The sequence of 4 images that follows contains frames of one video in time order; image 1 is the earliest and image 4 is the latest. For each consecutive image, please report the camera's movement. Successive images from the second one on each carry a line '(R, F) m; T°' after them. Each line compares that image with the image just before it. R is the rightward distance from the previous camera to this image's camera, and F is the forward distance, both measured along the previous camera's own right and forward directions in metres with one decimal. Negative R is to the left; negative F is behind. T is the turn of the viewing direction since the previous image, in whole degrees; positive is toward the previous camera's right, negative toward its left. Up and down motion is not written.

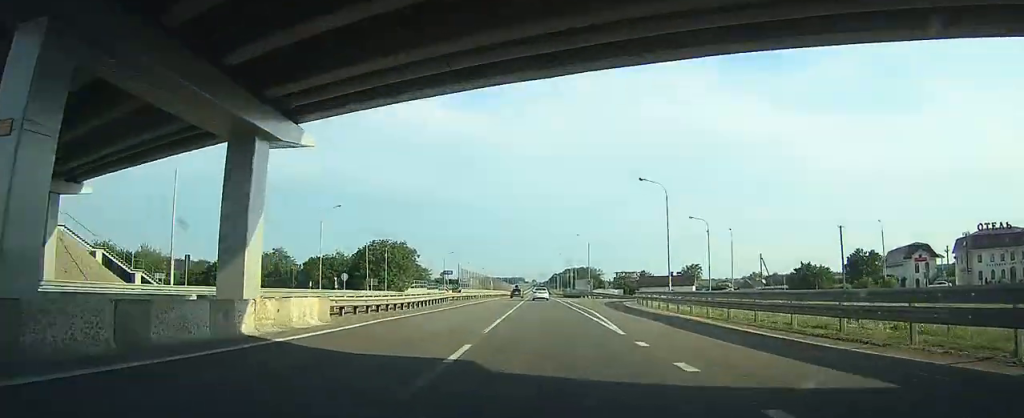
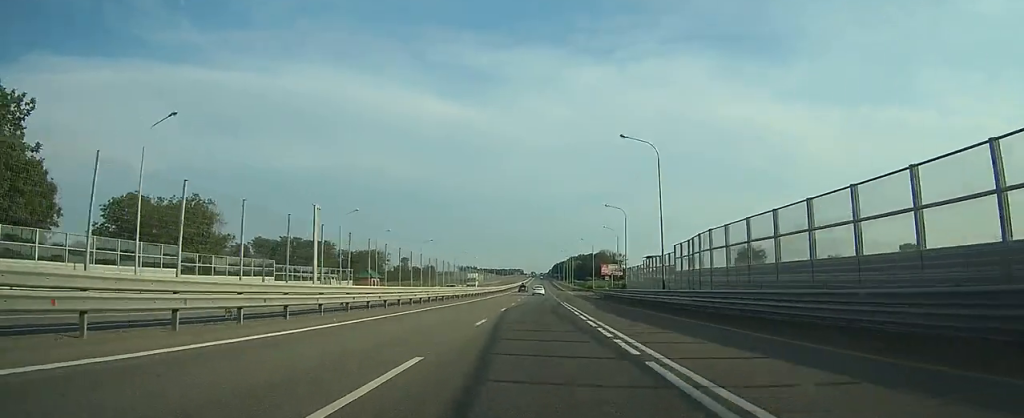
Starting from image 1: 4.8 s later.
(-0.7, +118.8) m; 0°
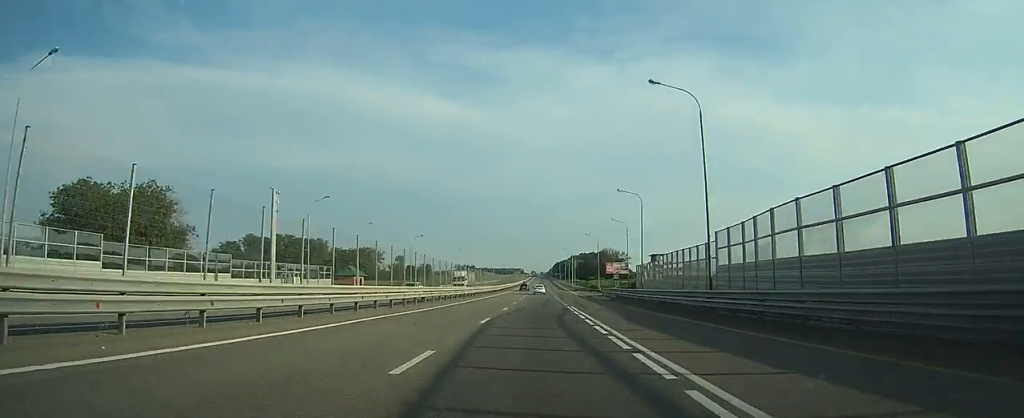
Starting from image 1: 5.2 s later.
(0.0, +11.0) m; 0°
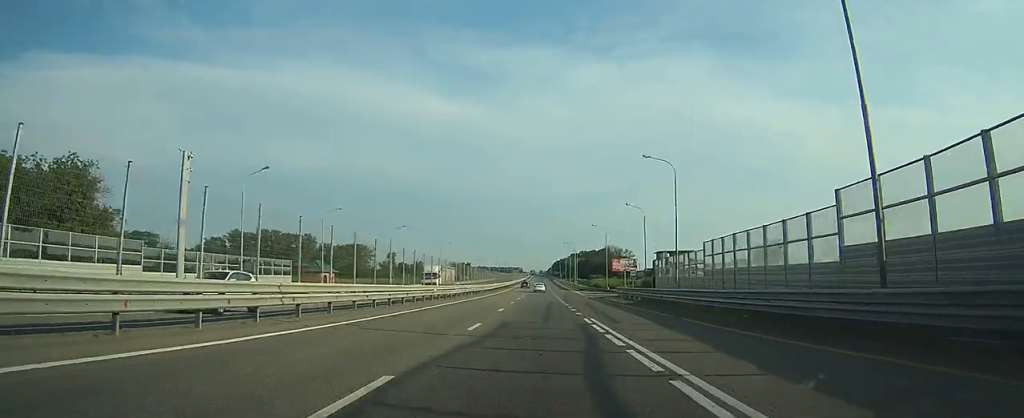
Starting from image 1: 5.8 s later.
(0.0, +15.4) m; 0°
